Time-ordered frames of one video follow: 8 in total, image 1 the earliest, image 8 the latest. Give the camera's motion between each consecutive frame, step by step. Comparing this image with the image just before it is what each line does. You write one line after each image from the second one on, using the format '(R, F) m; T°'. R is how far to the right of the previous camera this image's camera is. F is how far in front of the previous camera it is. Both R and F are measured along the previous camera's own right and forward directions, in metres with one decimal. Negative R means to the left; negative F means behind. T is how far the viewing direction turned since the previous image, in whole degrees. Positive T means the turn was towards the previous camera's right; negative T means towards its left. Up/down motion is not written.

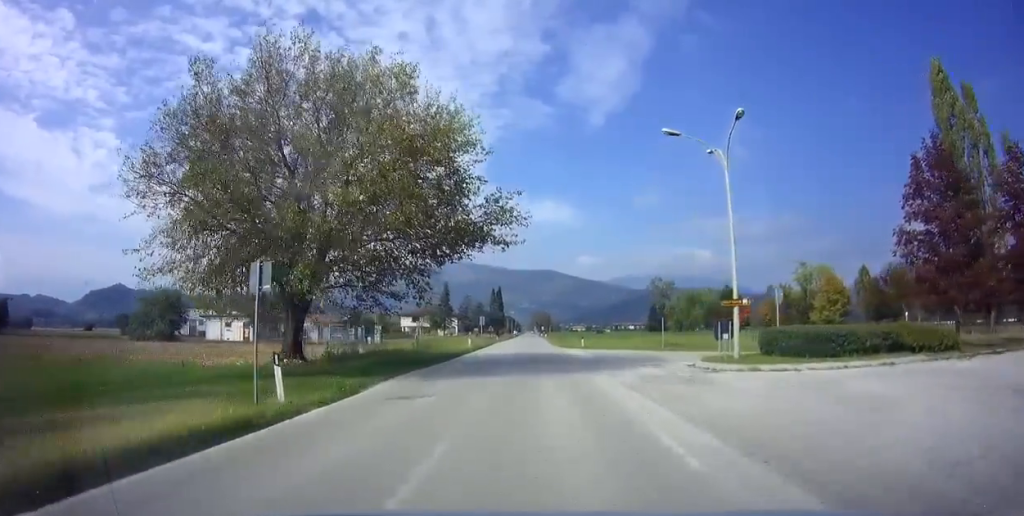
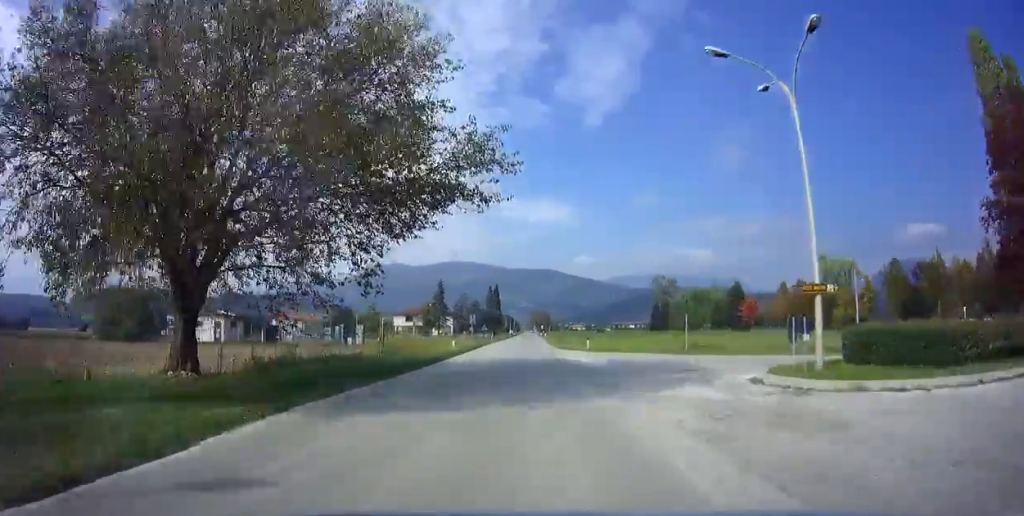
(0.0, +7.3) m; 0°
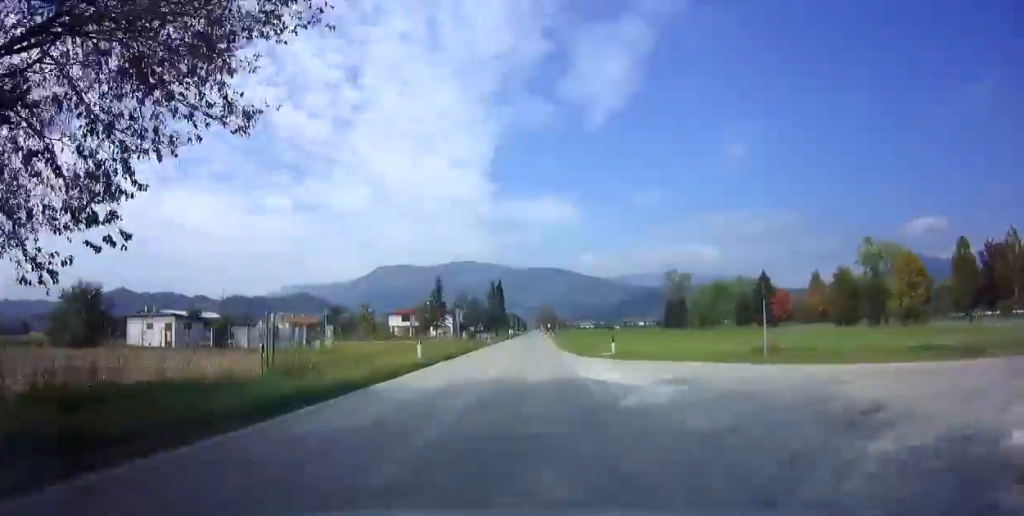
(-0.1, +11.5) m; 0°
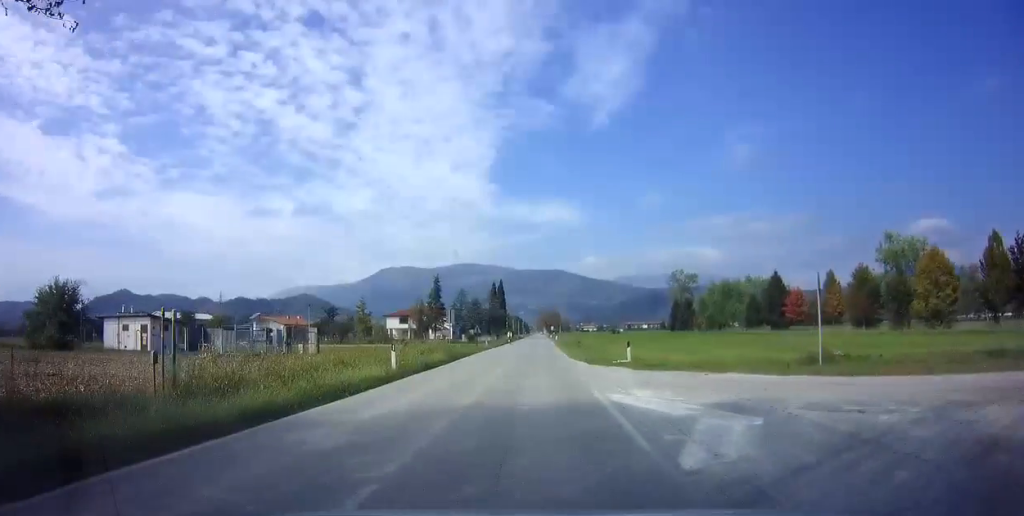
(0.0, +4.9) m; 0°
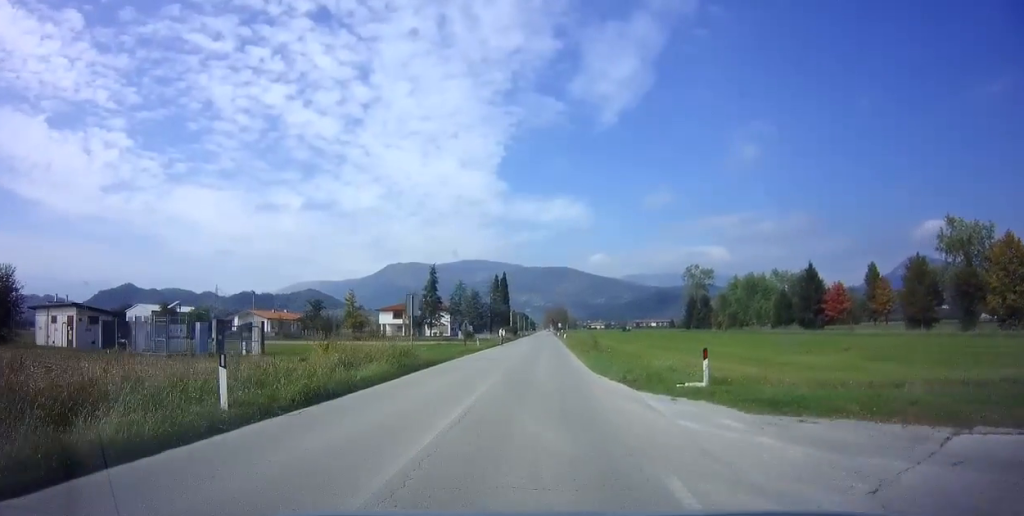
(0.0, +11.2) m; -1°
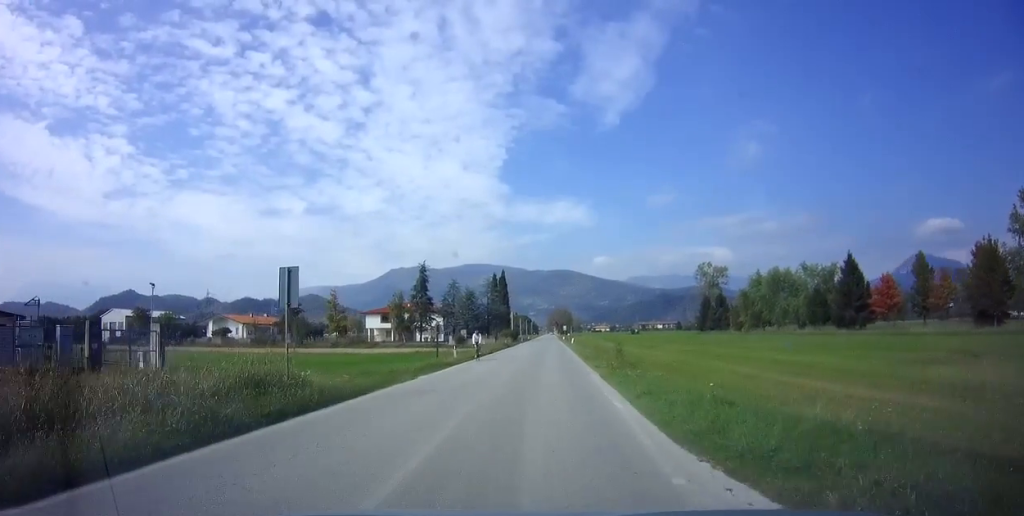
(-0.1, +11.7) m; -1°
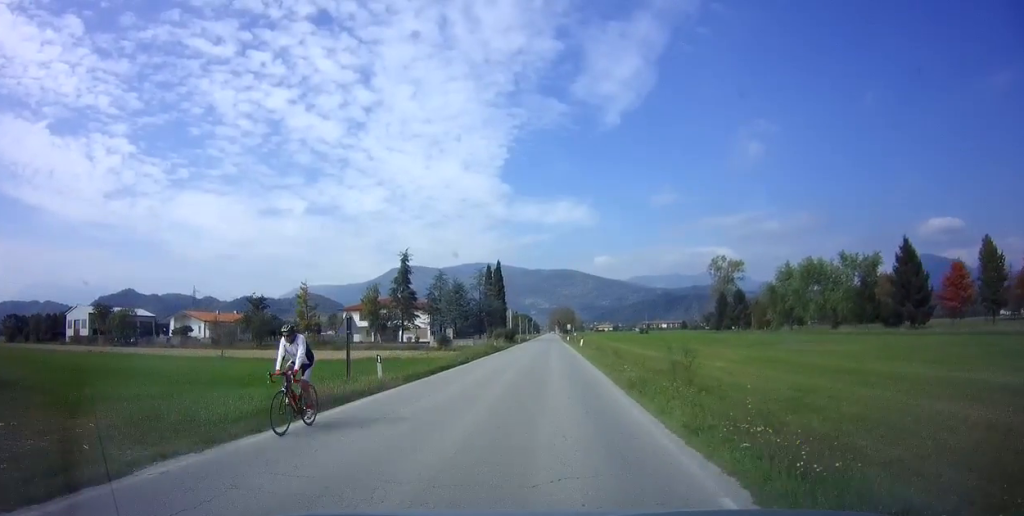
(0.0, +14.0) m; 0°
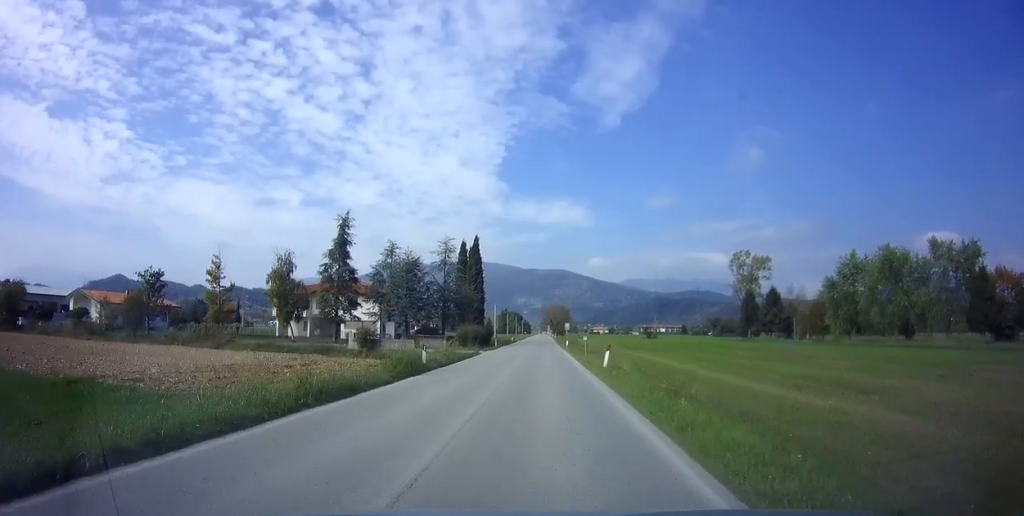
(0.0, +24.4) m; 0°
